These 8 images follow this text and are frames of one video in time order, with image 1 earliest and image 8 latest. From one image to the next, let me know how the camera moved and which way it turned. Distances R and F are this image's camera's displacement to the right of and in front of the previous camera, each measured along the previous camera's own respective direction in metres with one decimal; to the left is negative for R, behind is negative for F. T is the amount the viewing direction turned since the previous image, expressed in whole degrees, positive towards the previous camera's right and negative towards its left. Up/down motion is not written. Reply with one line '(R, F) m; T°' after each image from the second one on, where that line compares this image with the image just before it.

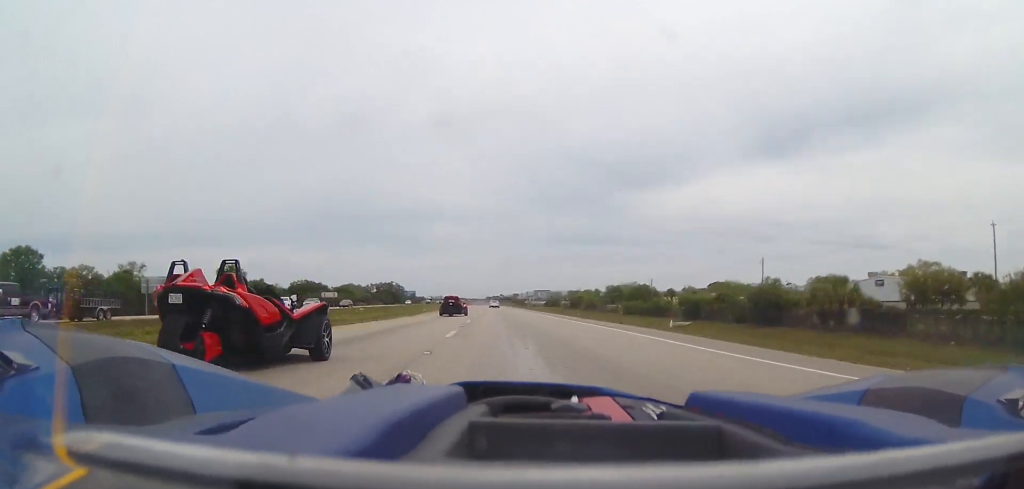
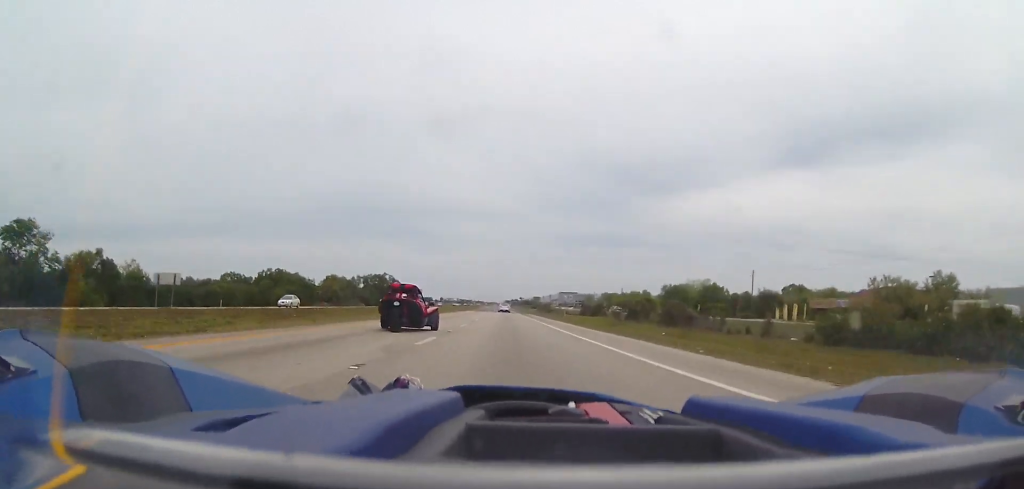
(+0.2, +77.0) m; -1°
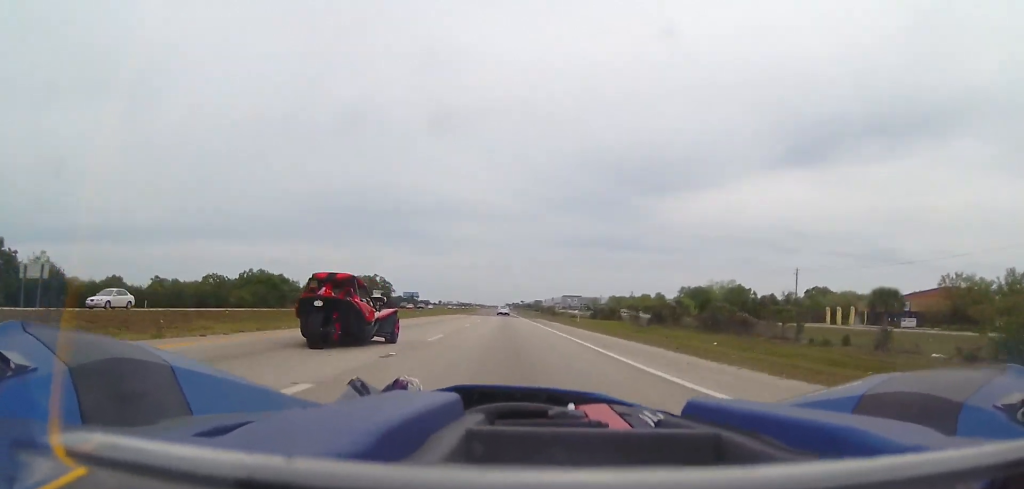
(-0.2, +23.2) m; 0°
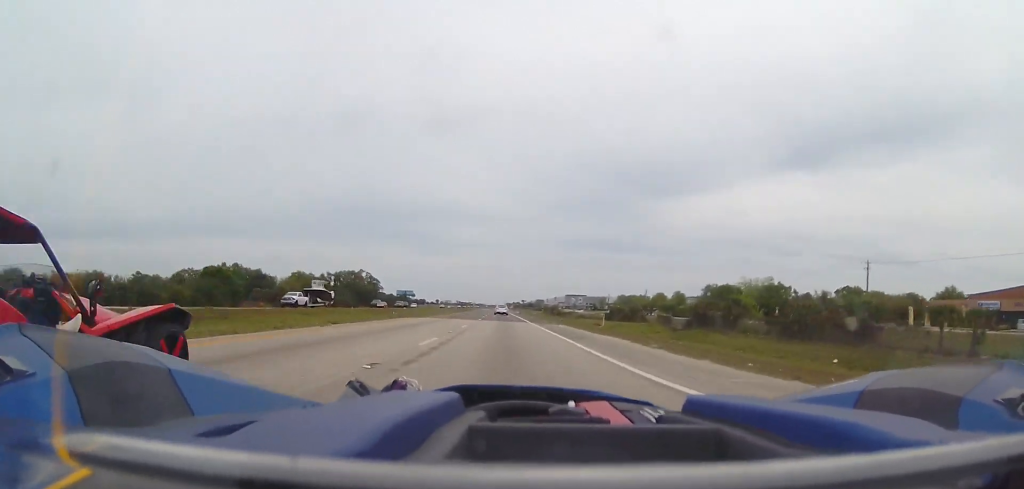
(-0.1, +26.7) m; 0°
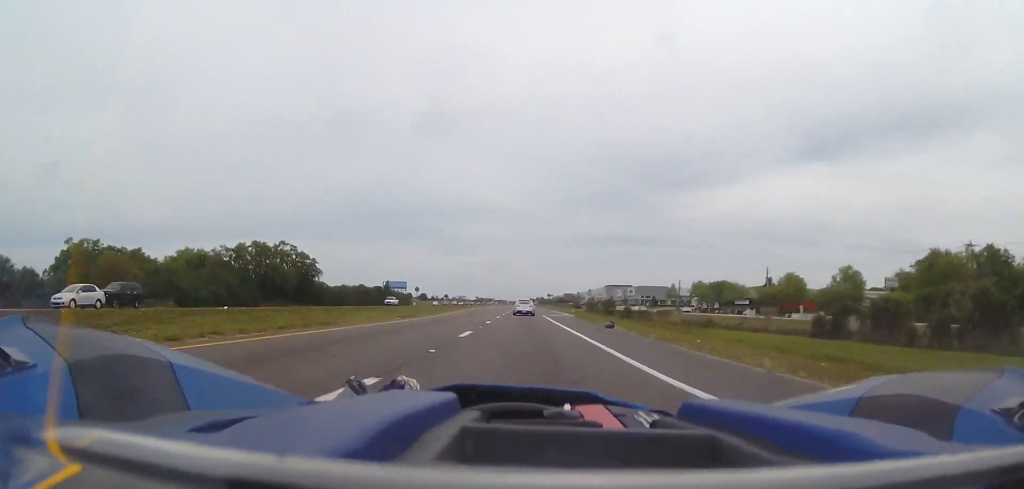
(-1.1, +101.6) m; -2°
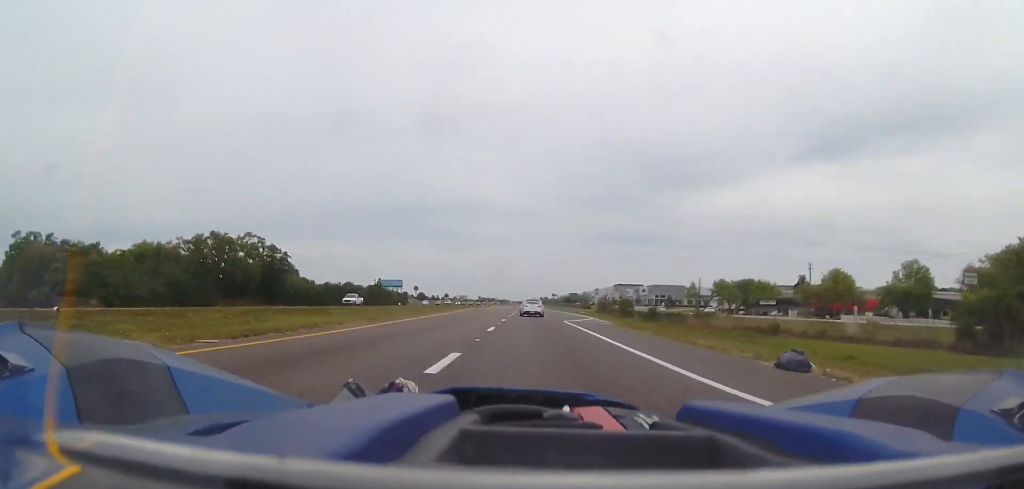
(-0.4, +20.4) m; 0°
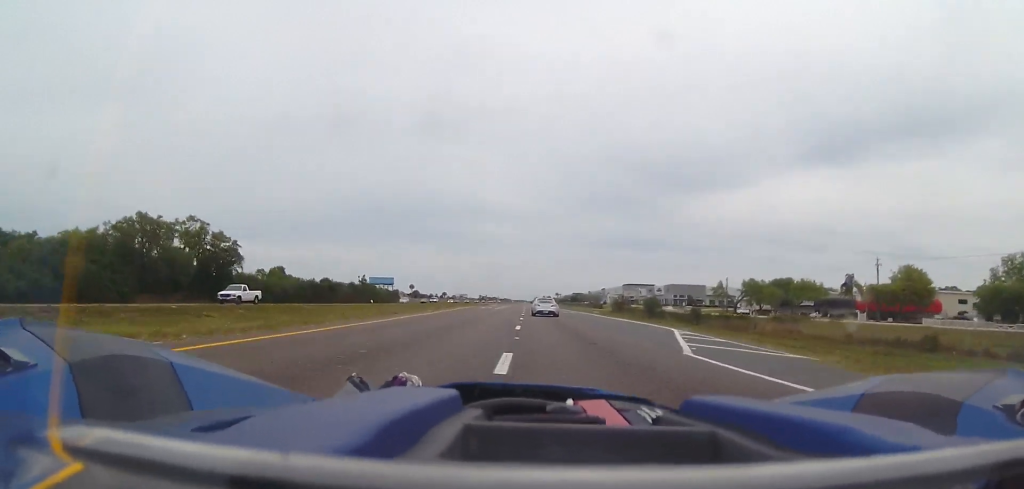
(-0.4, +25.6) m; 0°
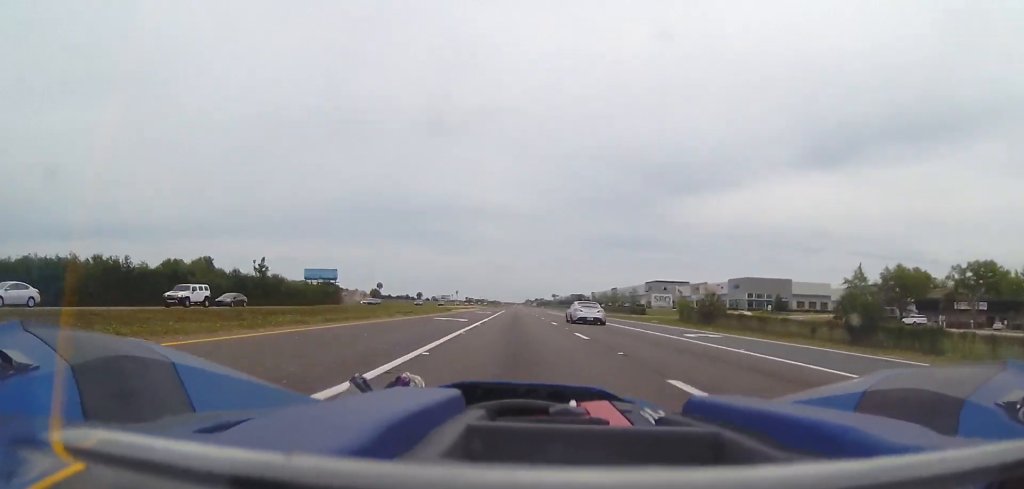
(+0.7, +77.9) m; +1°
